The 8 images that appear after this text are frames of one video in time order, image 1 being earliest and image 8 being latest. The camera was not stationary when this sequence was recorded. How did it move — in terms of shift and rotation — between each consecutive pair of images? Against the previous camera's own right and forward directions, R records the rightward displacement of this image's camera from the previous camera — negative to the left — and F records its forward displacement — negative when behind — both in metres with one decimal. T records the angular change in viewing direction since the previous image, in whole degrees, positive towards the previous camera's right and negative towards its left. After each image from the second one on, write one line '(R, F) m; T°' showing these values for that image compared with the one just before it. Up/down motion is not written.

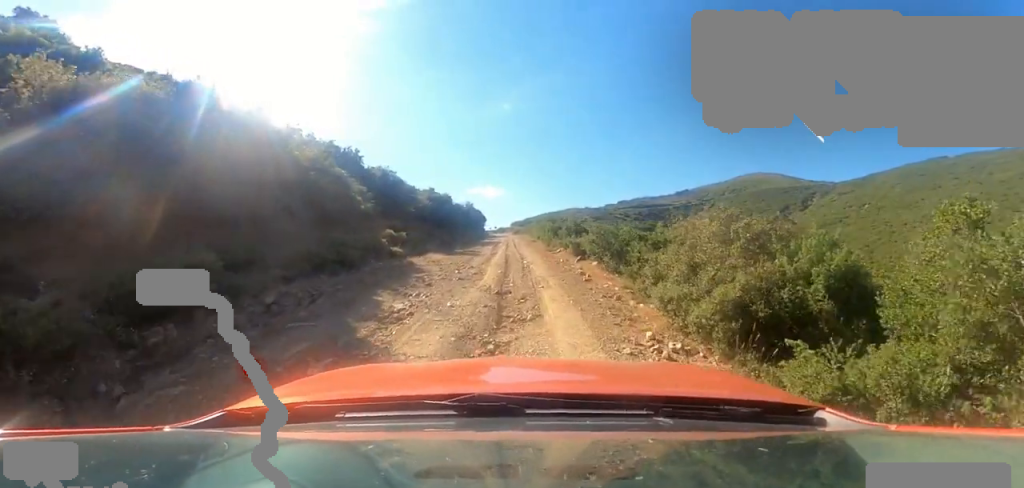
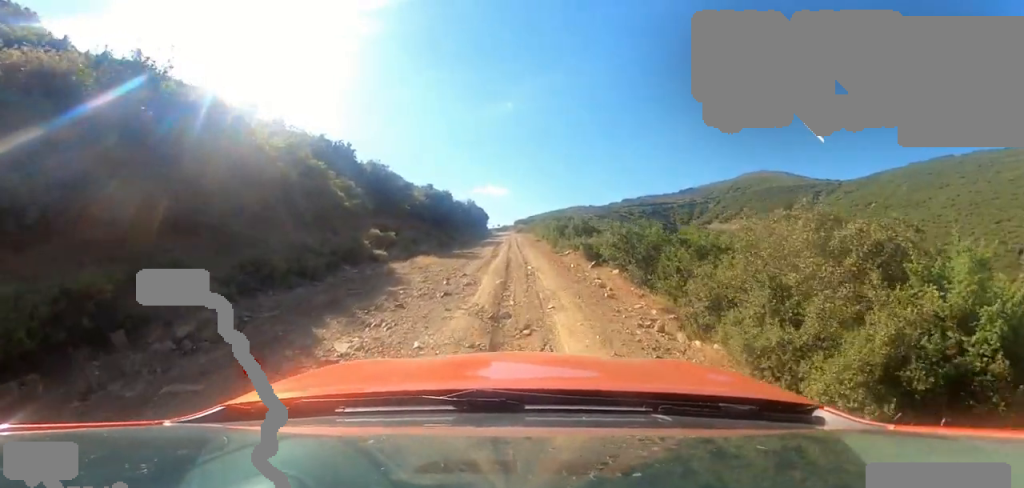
(0.0, +1.9) m; 0°
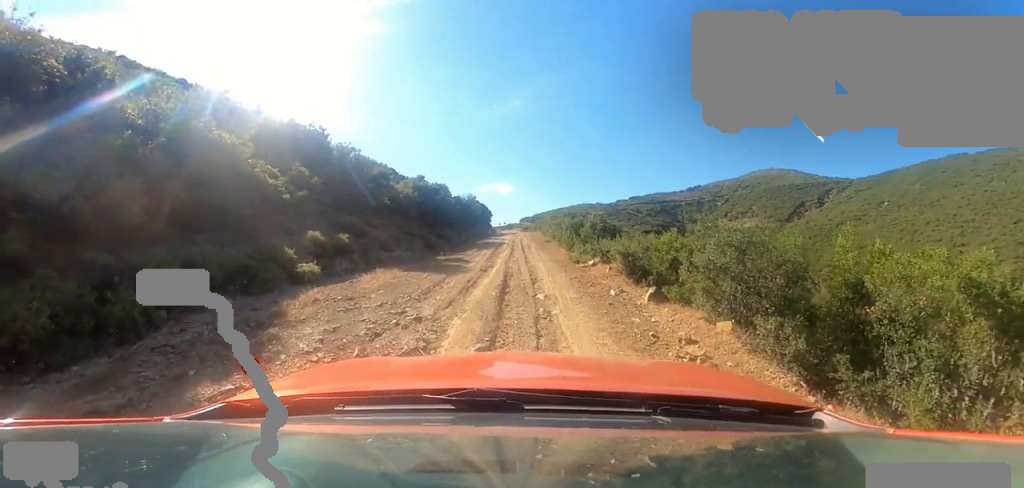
(0.0, +4.5) m; 0°
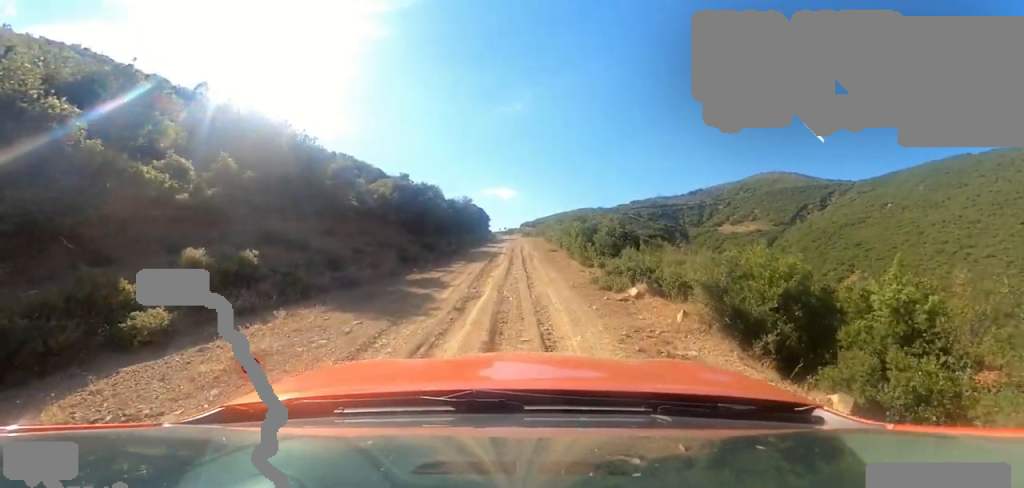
(0.0, +4.3) m; 0°
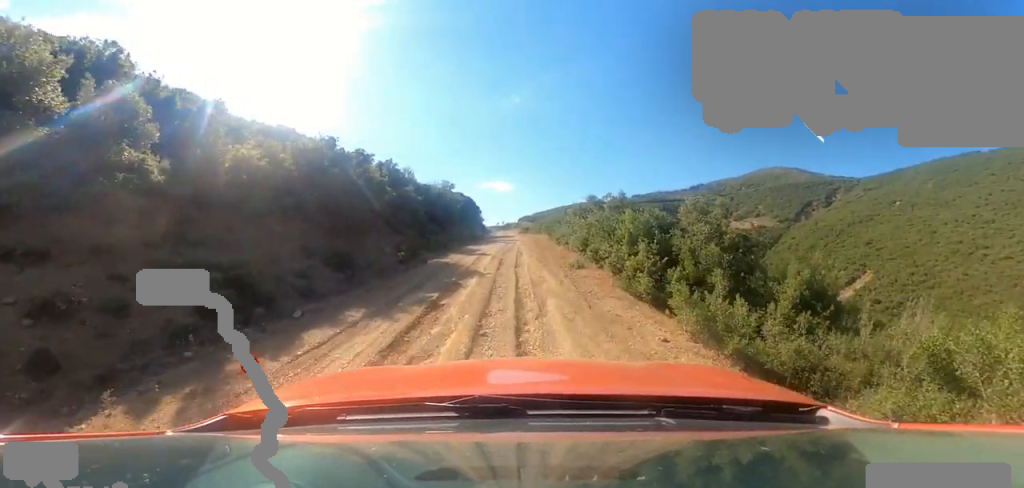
(0.0, +9.5) m; 0°
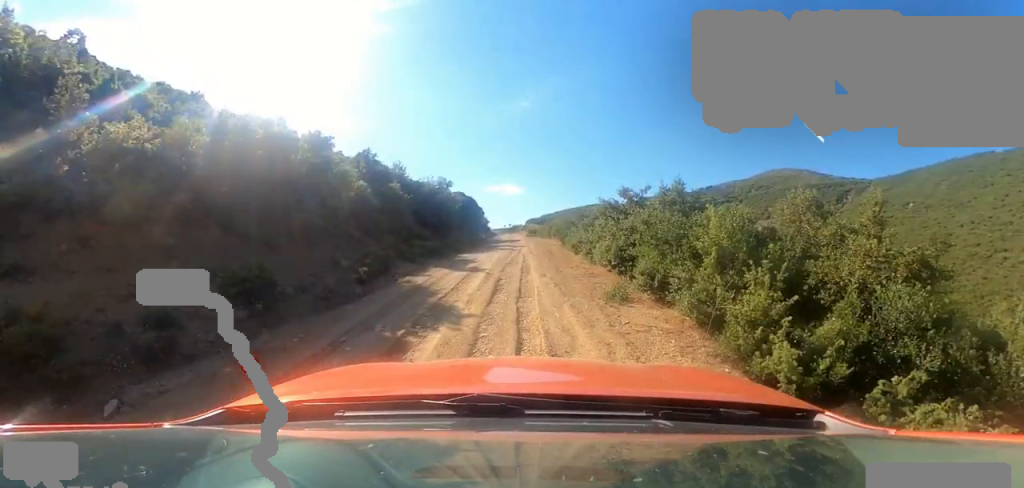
(0.0, +3.7) m; 0°
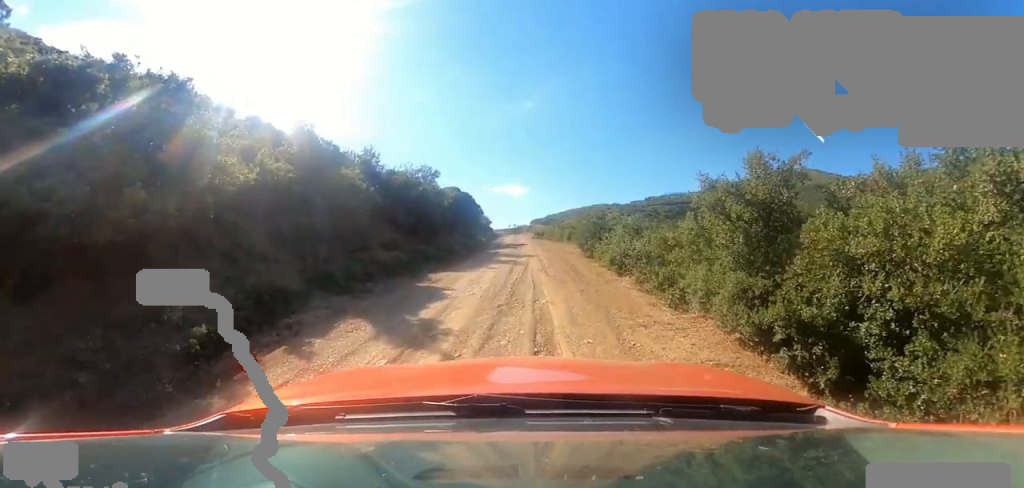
(0.0, +5.9) m; 0°
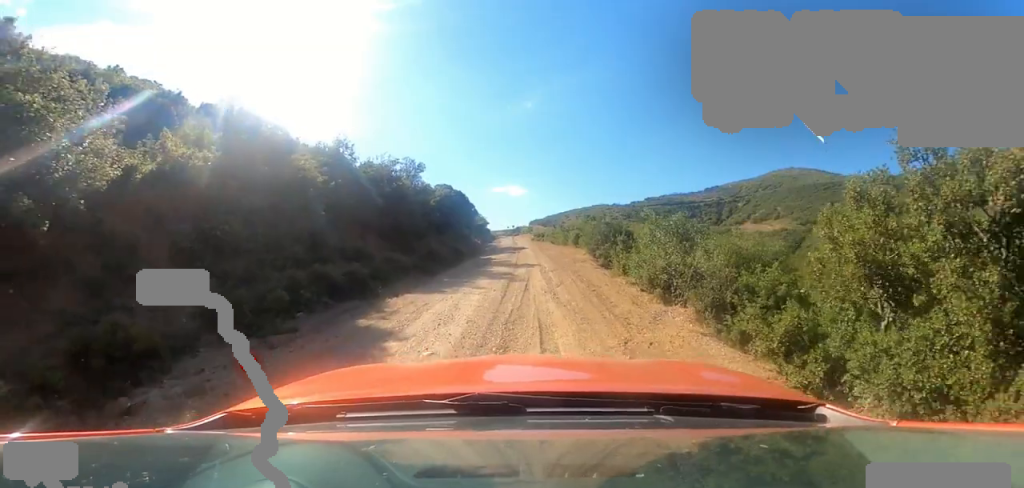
(0.0, +3.1) m; 0°
